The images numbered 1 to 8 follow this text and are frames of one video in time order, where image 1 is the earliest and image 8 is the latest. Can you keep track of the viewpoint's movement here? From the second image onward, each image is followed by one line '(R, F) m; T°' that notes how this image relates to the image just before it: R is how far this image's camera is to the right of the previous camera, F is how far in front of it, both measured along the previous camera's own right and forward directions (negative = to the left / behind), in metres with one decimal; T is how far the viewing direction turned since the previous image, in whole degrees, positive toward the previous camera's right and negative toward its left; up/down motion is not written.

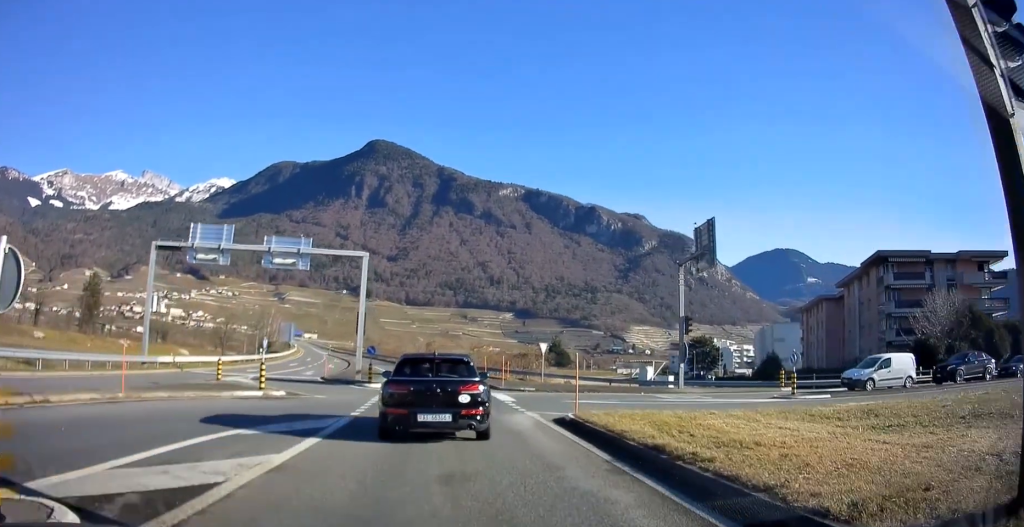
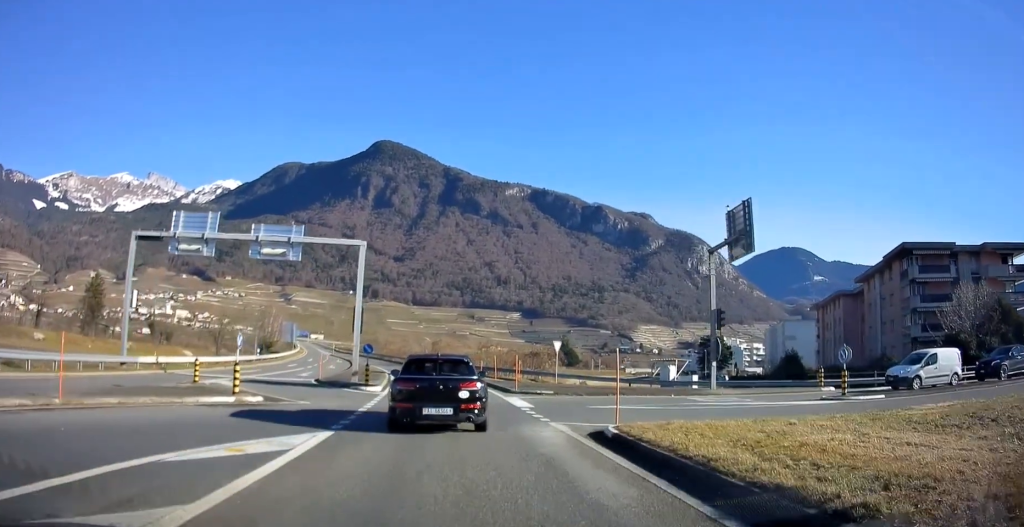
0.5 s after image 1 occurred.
(+0.2, +3.1) m; +2°
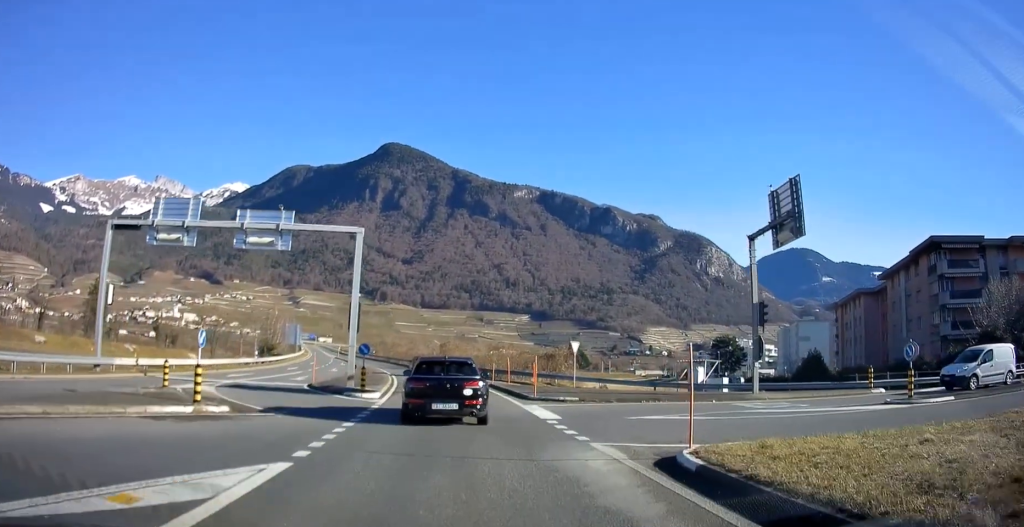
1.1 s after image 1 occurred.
(0.0, +3.5) m; -2°
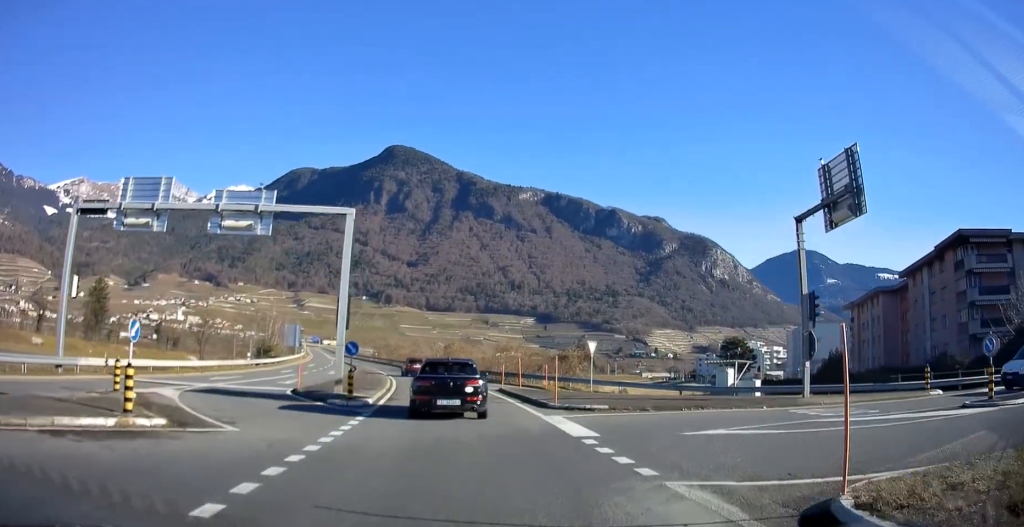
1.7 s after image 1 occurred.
(+0.1, +3.1) m; -3°
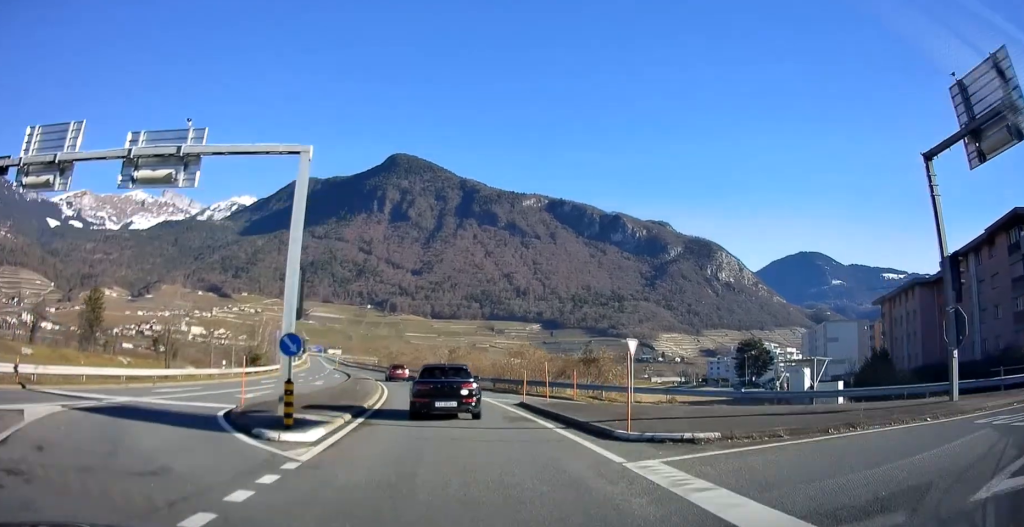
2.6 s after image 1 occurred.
(-0.4, +6.4) m; 0°
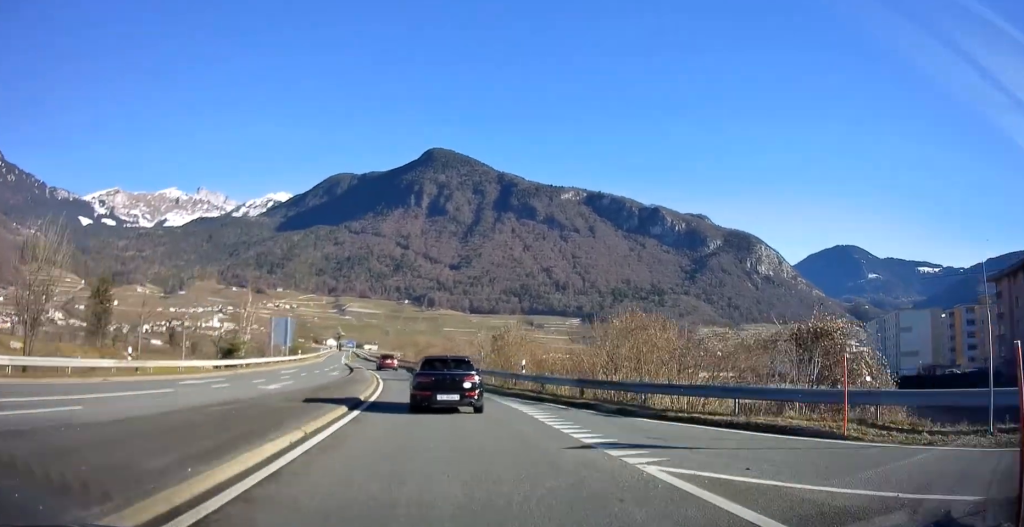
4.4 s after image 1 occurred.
(-0.4, +17.9) m; -3°
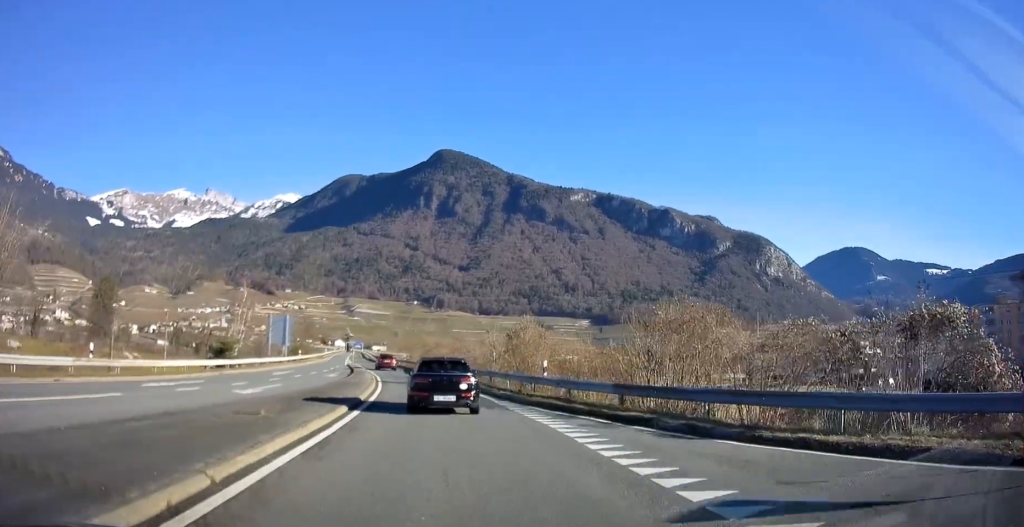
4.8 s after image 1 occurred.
(-0.1, +4.2) m; -1°
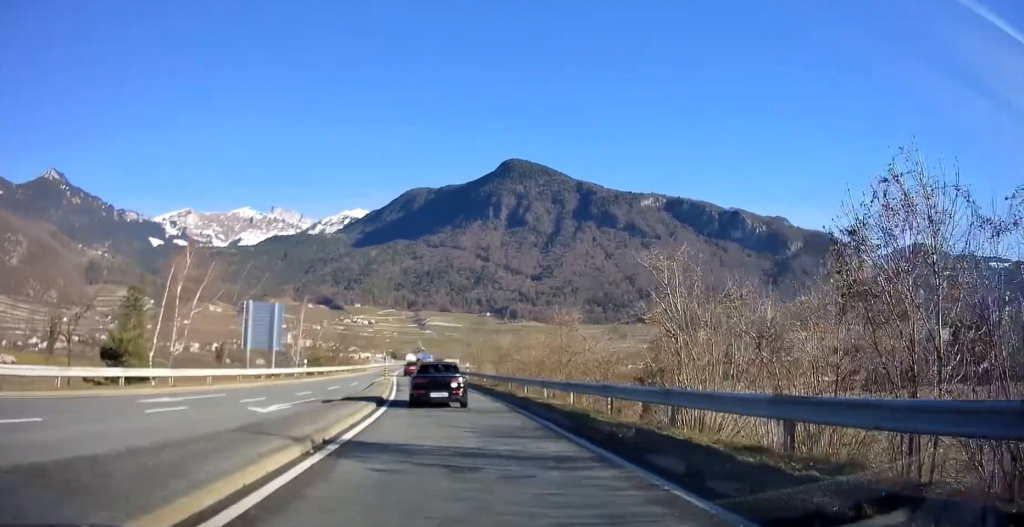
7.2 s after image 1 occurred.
(-1.1, +25.5) m; -7°
